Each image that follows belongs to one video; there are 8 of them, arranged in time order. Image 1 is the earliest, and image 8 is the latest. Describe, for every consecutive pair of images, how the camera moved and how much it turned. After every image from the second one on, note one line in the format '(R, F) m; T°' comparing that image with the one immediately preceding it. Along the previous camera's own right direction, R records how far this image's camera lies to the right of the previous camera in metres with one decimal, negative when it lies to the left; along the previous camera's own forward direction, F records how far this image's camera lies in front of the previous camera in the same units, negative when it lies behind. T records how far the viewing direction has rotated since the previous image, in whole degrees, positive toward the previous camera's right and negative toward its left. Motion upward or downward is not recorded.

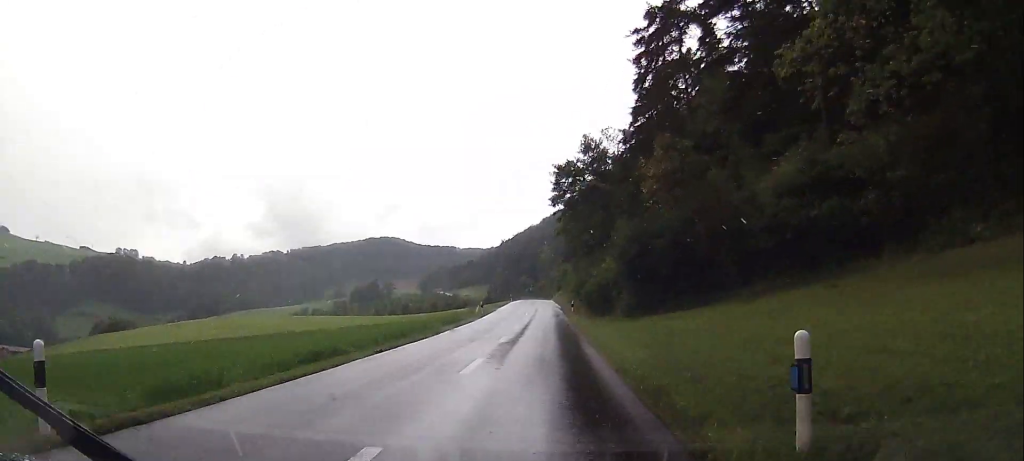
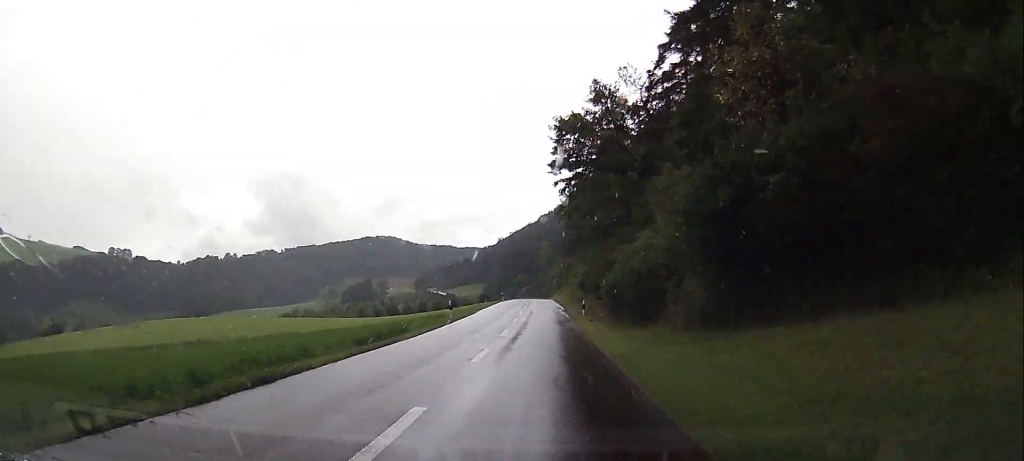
(0.0, +17.6) m; -1°
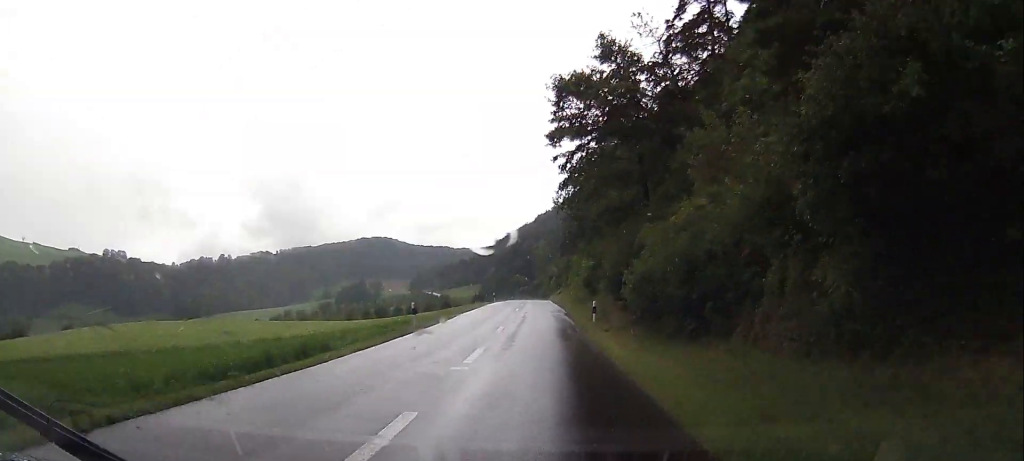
(0.0, +9.6) m; 0°
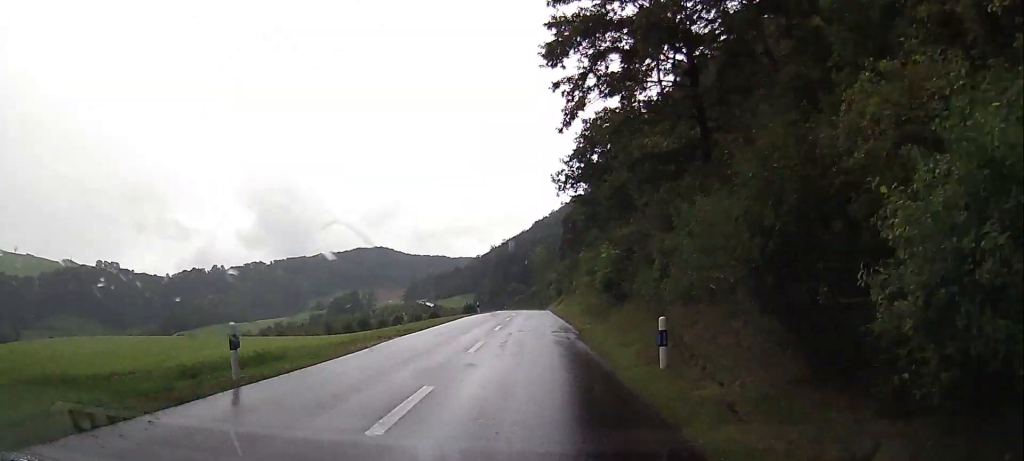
(-0.3, +15.9) m; 0°
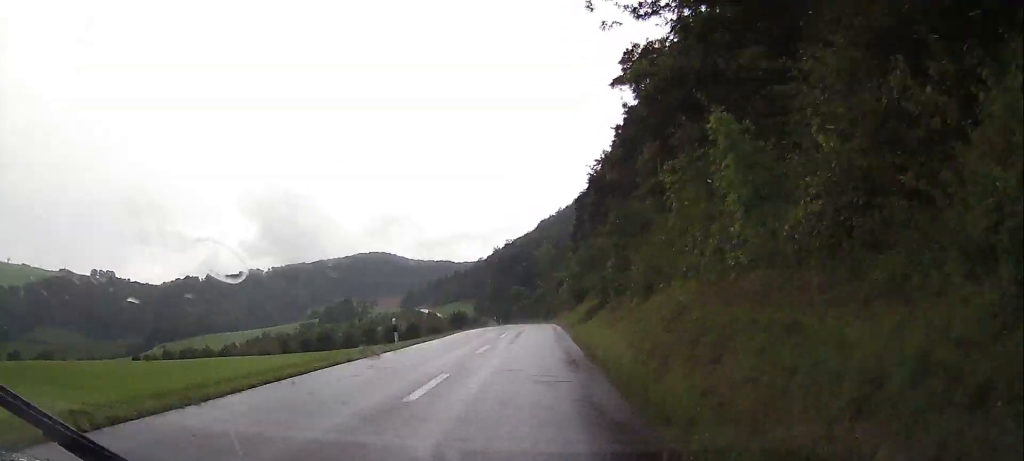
(+1.0, +33.8) m; +2°
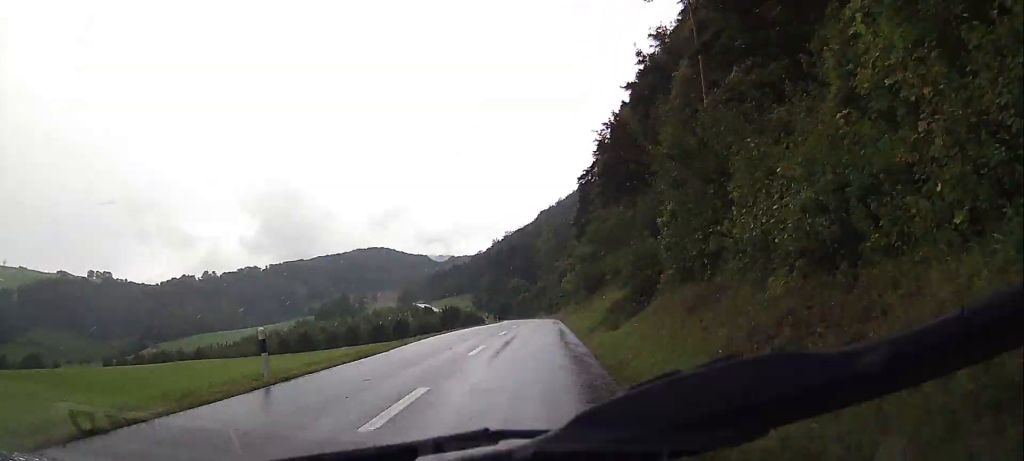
(0.0, +11.6) m; 0°
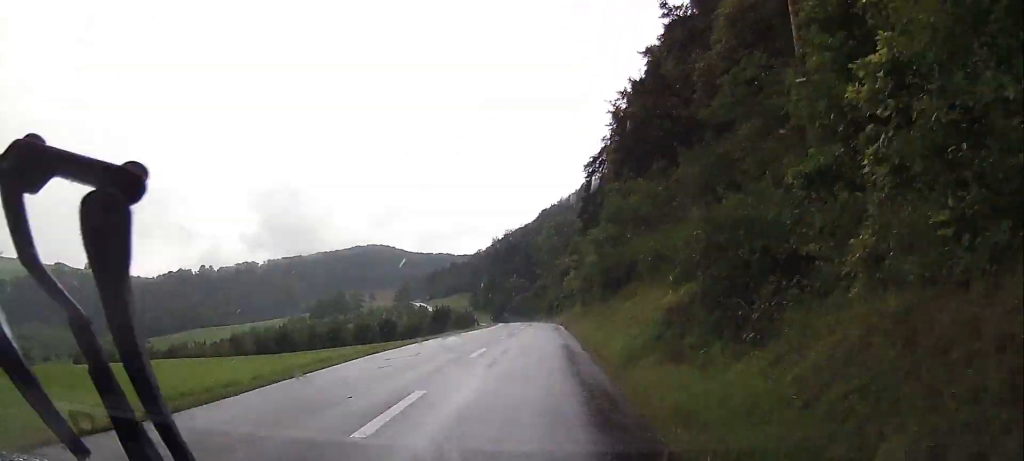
(0.0, +9.7) m; 0°
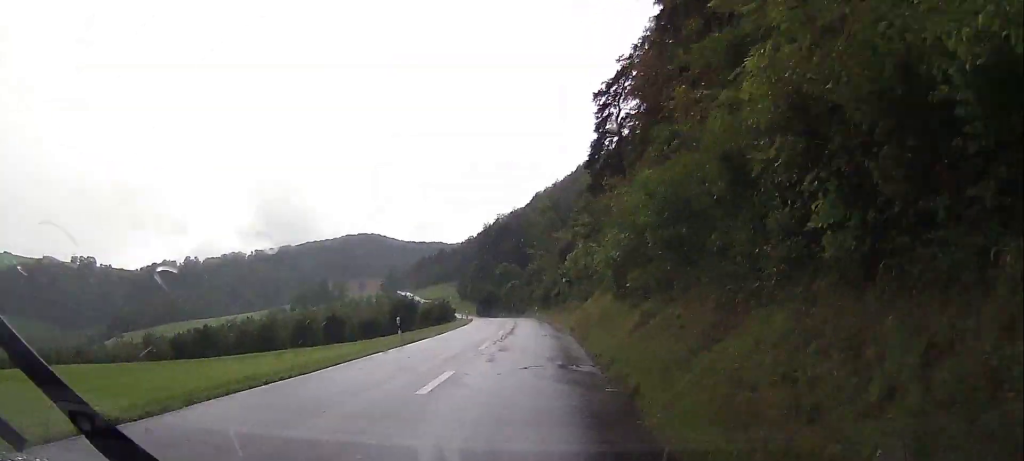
(0.0, +25.4) m; +1°
